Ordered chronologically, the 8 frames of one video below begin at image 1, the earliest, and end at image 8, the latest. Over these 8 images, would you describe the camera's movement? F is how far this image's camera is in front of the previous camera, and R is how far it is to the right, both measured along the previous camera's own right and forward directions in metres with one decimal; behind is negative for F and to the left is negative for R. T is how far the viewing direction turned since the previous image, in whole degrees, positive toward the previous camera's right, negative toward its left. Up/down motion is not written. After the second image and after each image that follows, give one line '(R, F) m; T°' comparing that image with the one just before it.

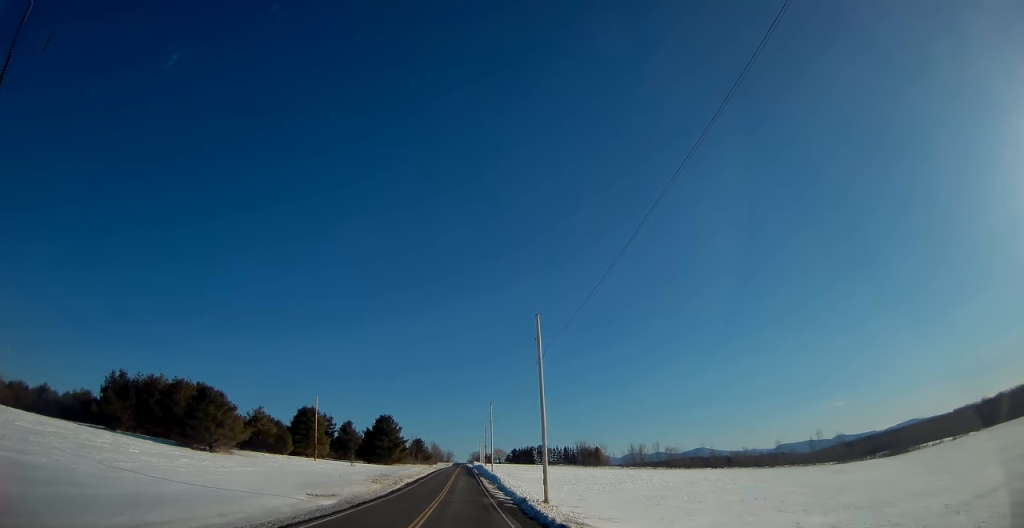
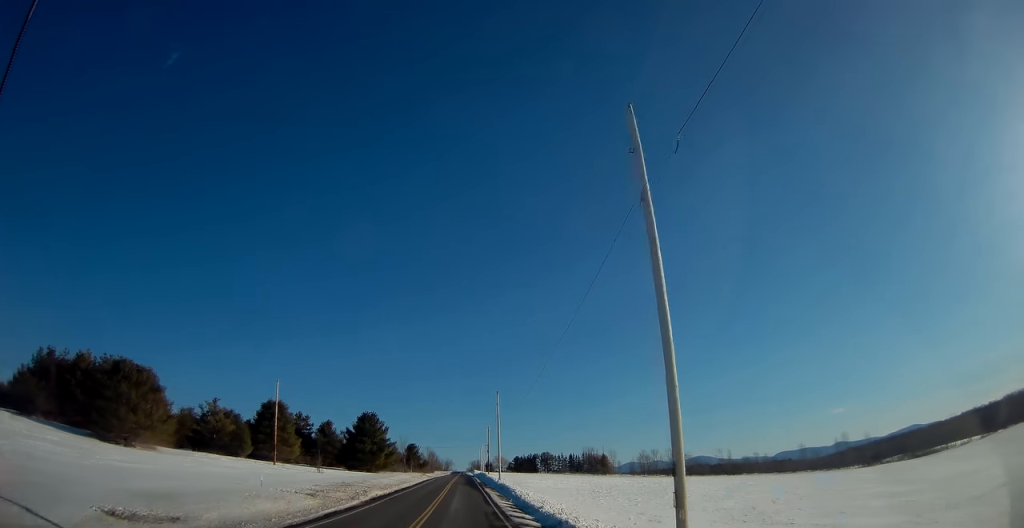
(0.0, +21.8) m; -1°
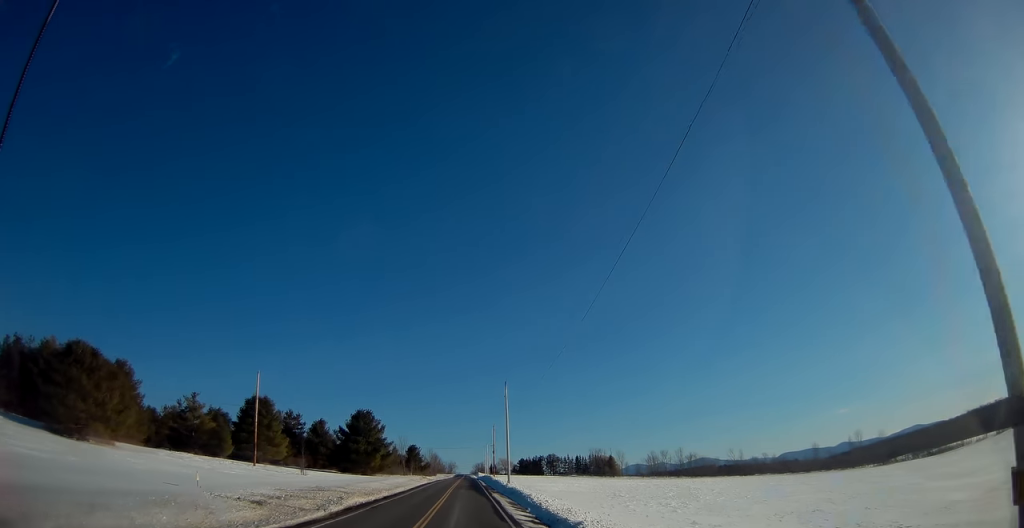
(0.0, +9.2) m; 0°
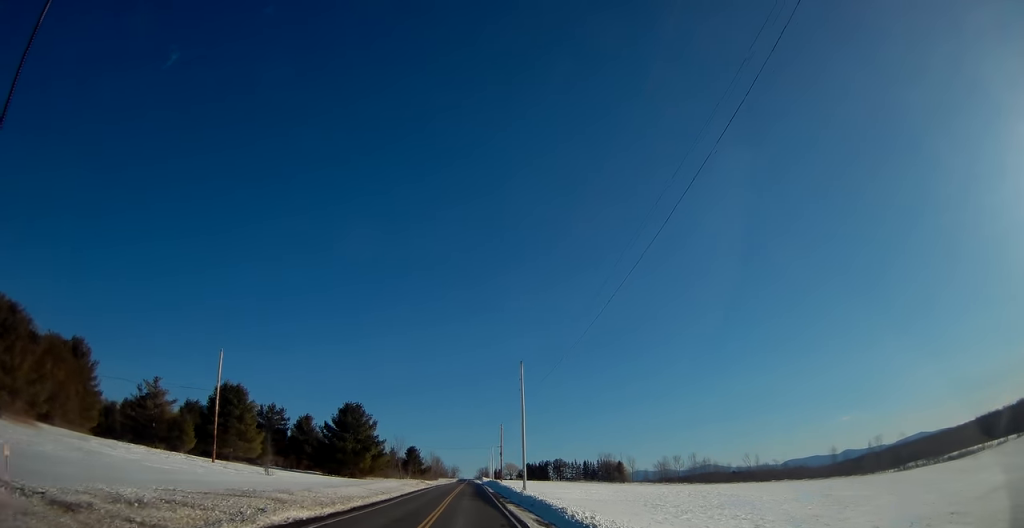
(-0.1, +13.2) m; 0°
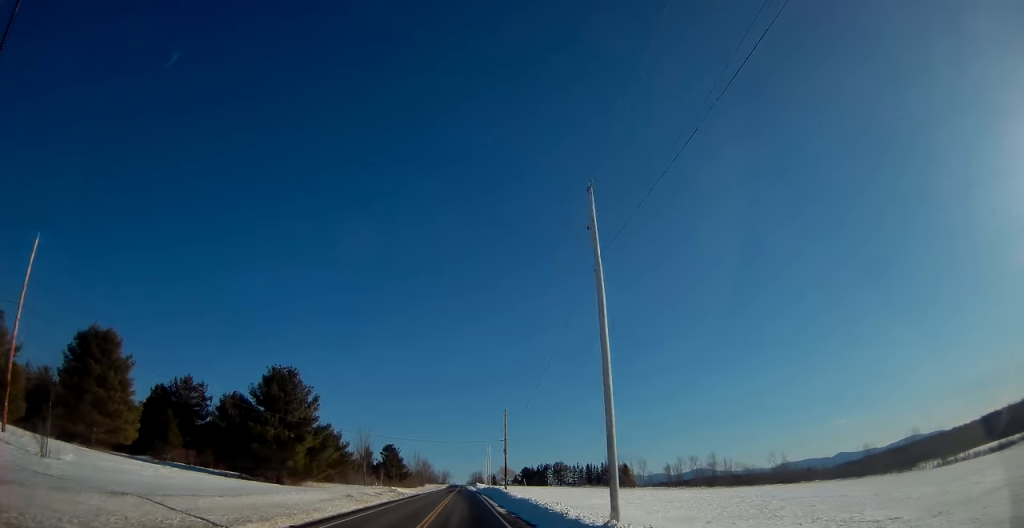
(0.0, +30.8) m; 0°
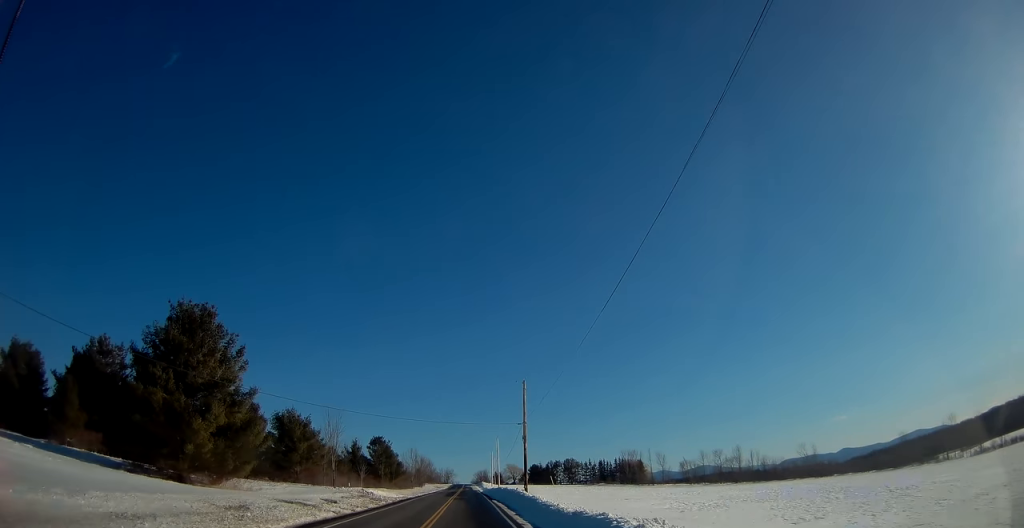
(0.0, +20.8) m; 0°
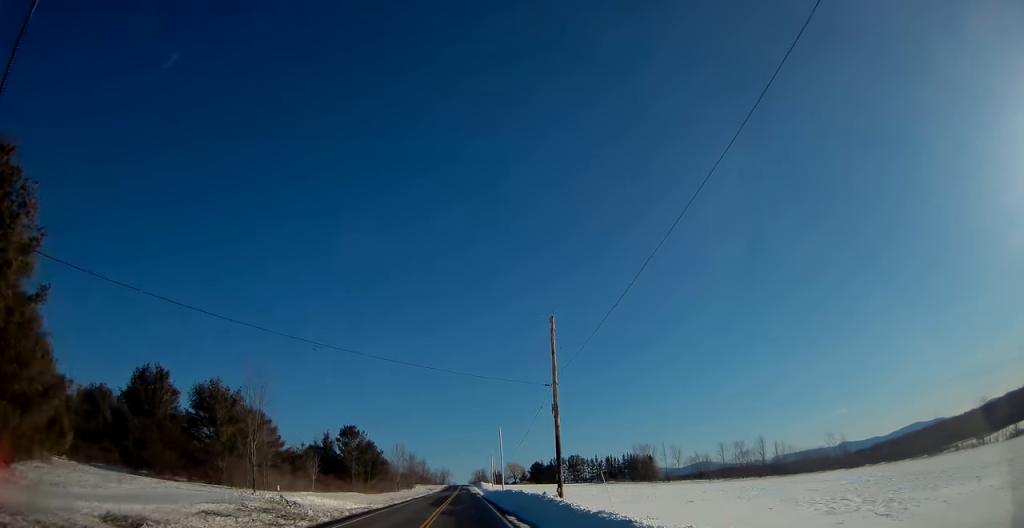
(0.0, +21.8) m; 0°
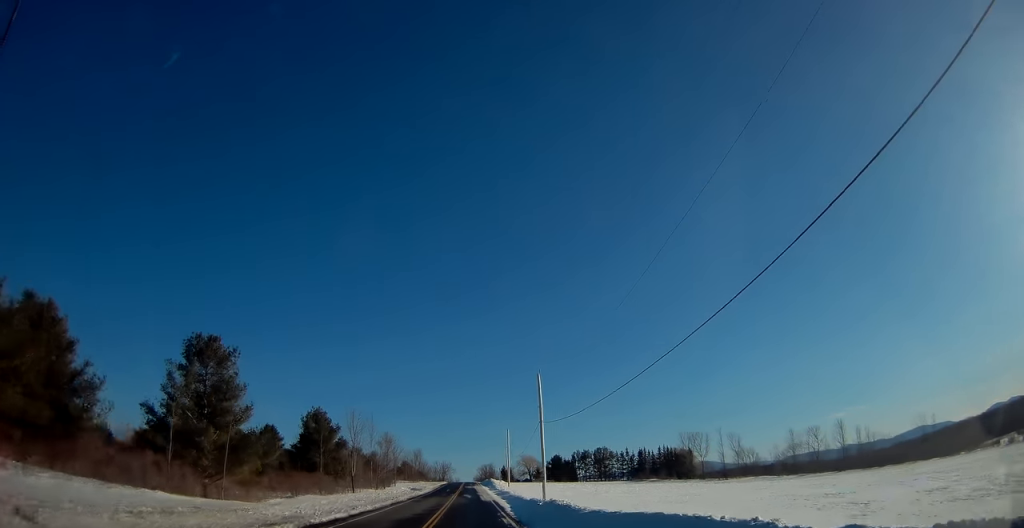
(0.0, +47.2) m; 0°
